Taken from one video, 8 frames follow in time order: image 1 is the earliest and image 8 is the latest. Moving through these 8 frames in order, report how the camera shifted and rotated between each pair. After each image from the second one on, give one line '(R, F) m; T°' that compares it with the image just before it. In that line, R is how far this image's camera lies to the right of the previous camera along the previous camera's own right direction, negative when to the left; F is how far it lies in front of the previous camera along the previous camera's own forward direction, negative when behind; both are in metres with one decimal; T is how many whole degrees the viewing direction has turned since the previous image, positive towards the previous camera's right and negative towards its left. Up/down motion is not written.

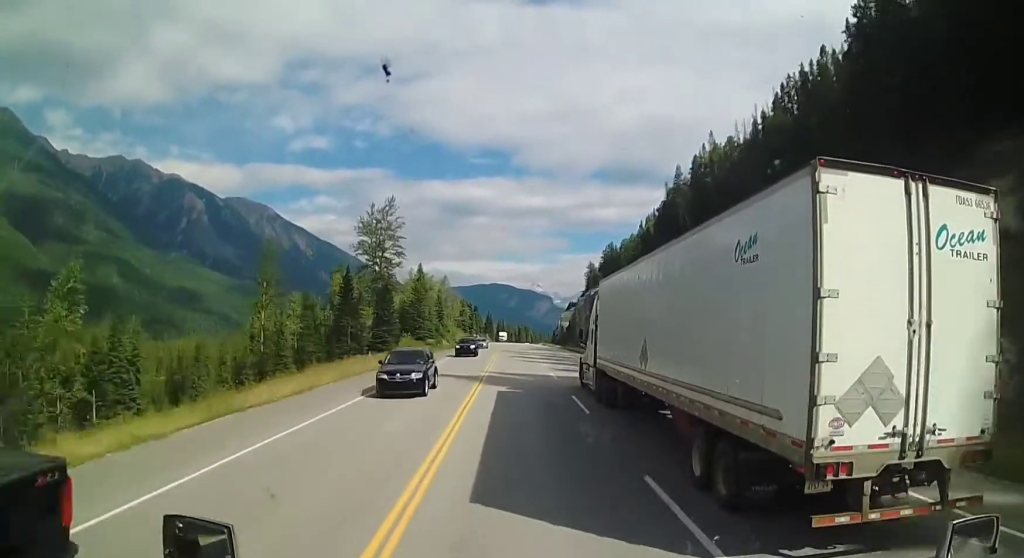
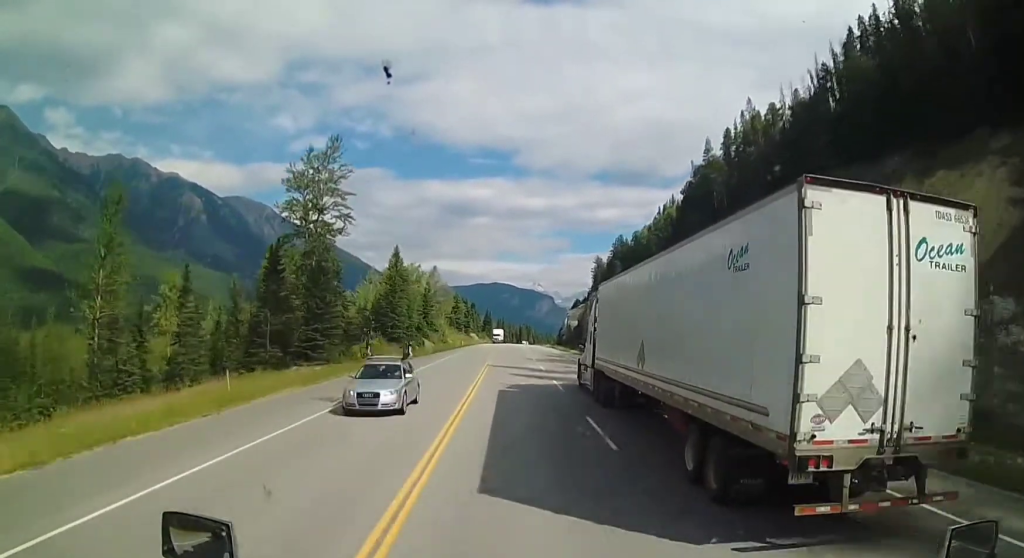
(-0.5, +31.4) m; -3°
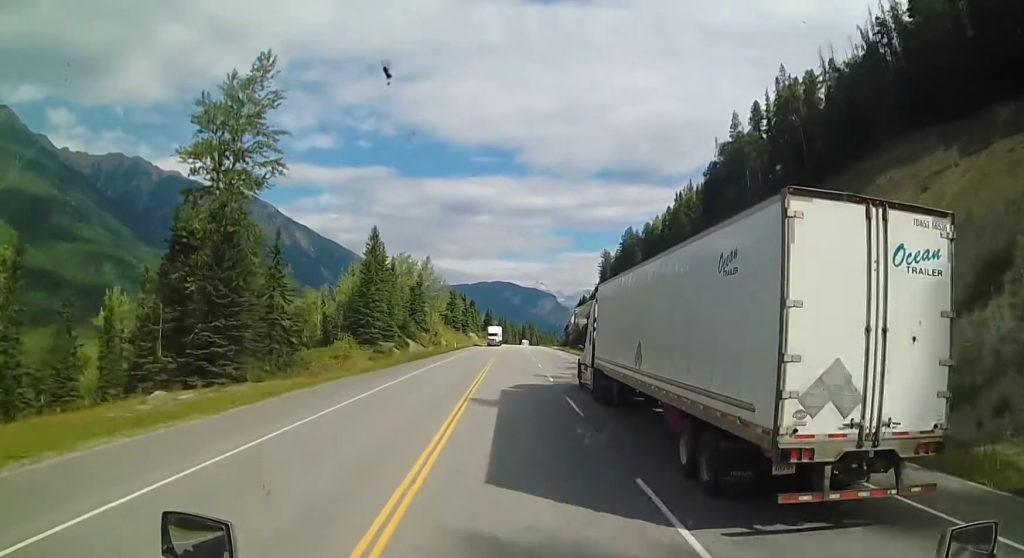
(-0.8, +20.5) m; 0°
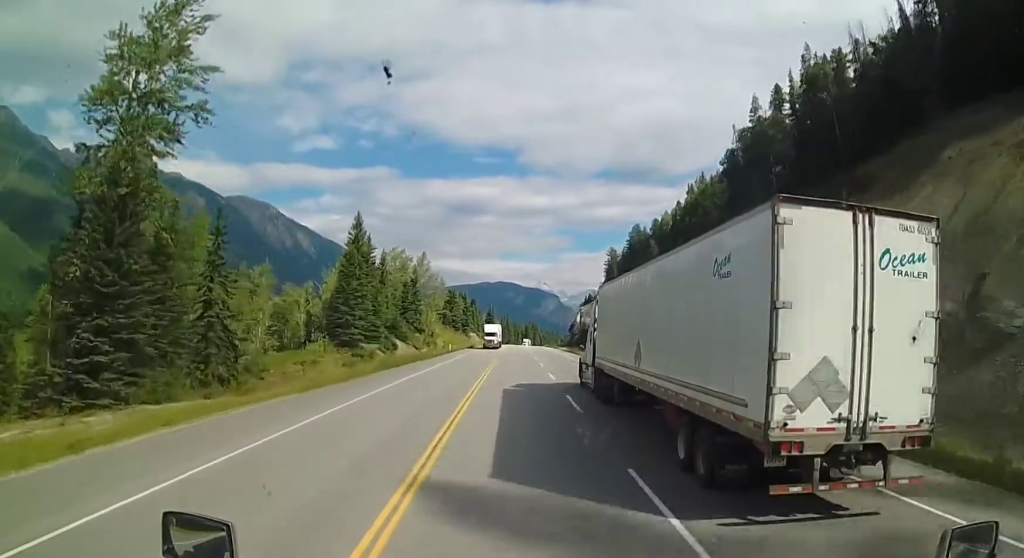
(+0.5, +12.0) m; +1°
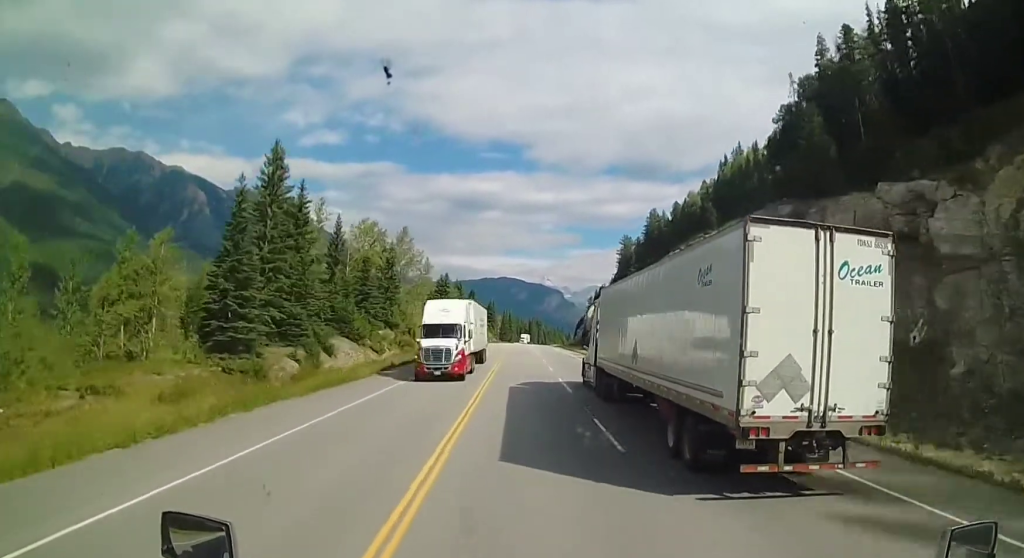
(+0.2, +31.6) m; +1°
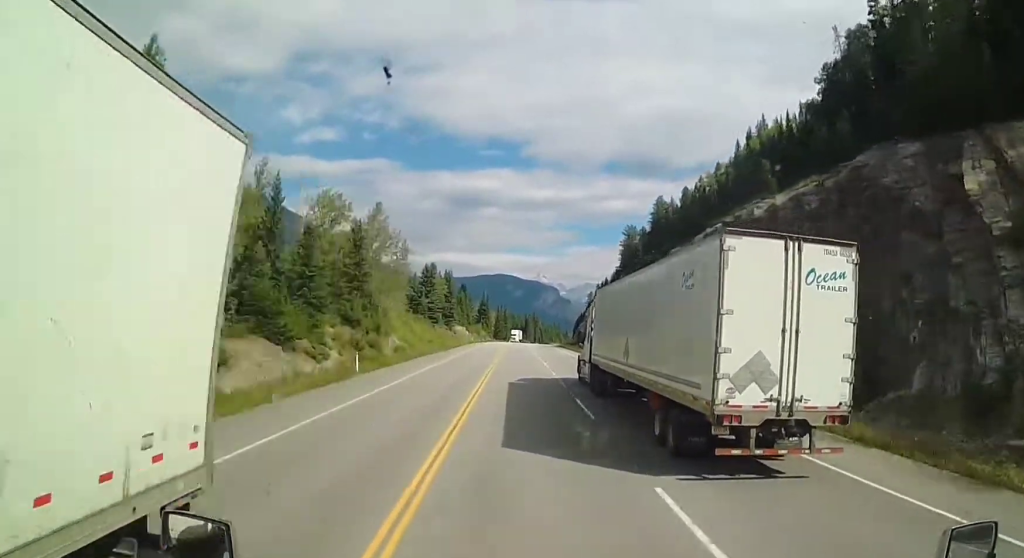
(+0.5, +21.4) m; +1°
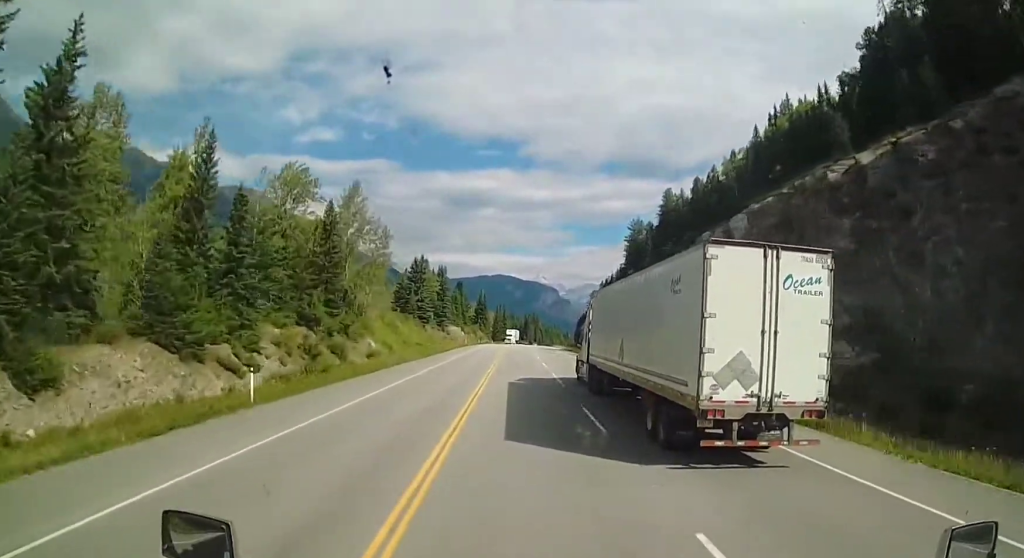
(-0.1, +15.3) m; -1°
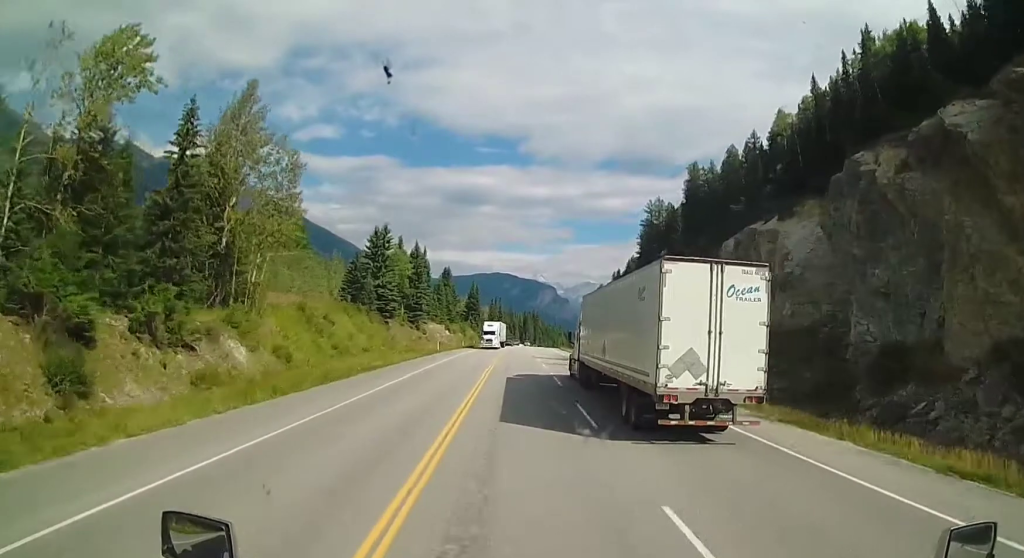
(-0.7, +37.4) m; 0°
